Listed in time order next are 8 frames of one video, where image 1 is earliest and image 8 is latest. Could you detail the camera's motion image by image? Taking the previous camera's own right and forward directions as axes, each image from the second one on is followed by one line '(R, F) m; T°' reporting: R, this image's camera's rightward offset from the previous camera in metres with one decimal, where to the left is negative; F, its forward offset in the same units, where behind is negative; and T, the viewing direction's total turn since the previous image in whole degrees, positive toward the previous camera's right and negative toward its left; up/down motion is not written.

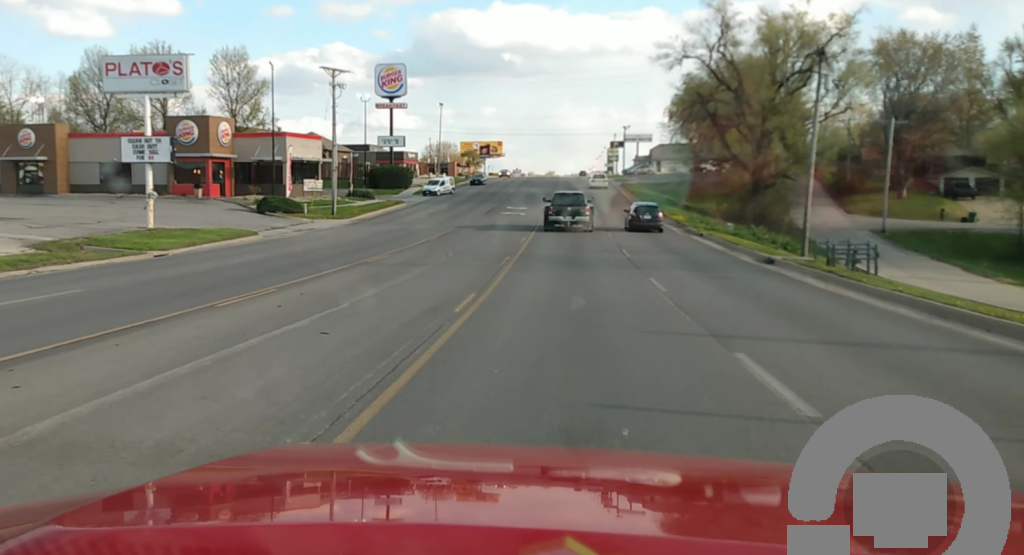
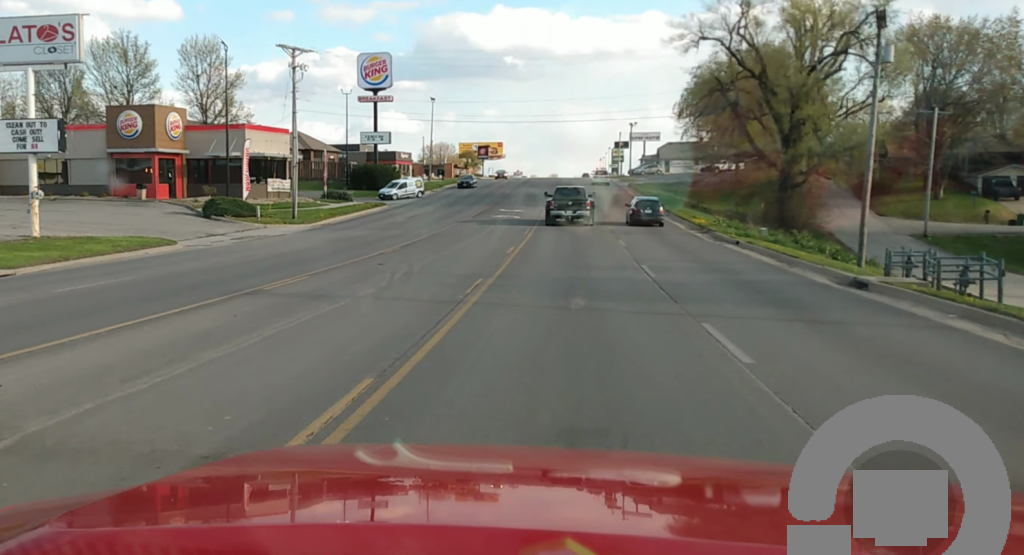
(0.0, +9.4) m; 0°
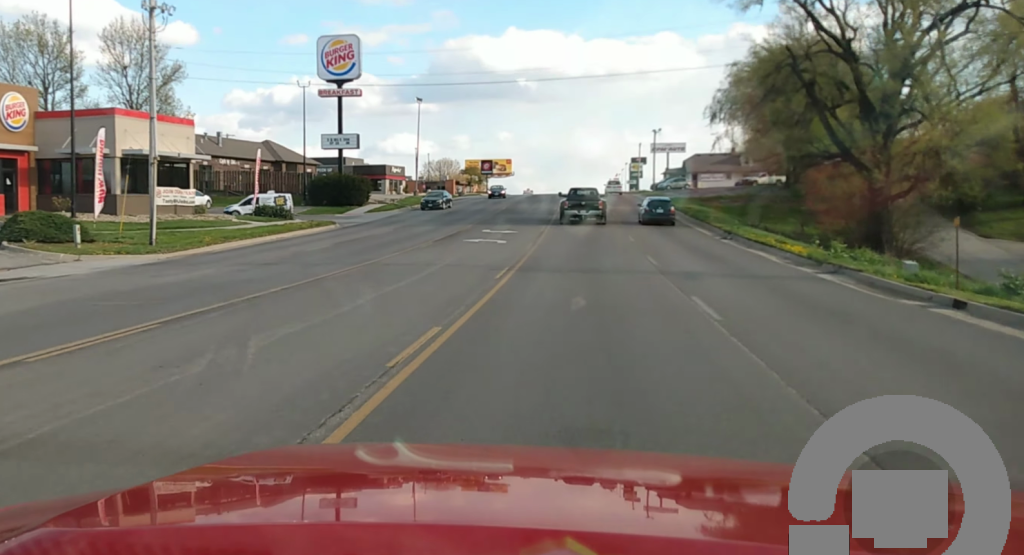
(-0.2, +20.3) m; -1°
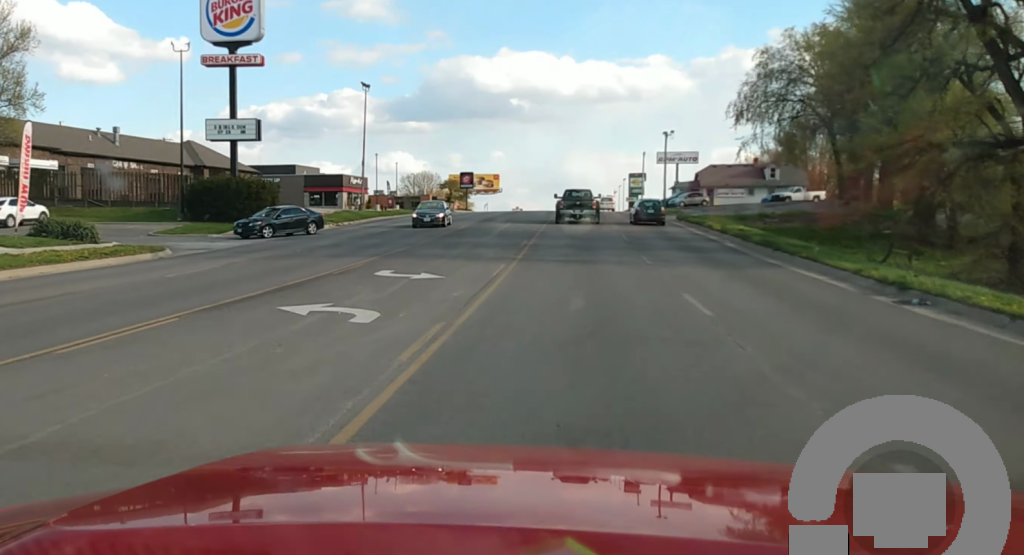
(-0.1, +23.5) m; -1°
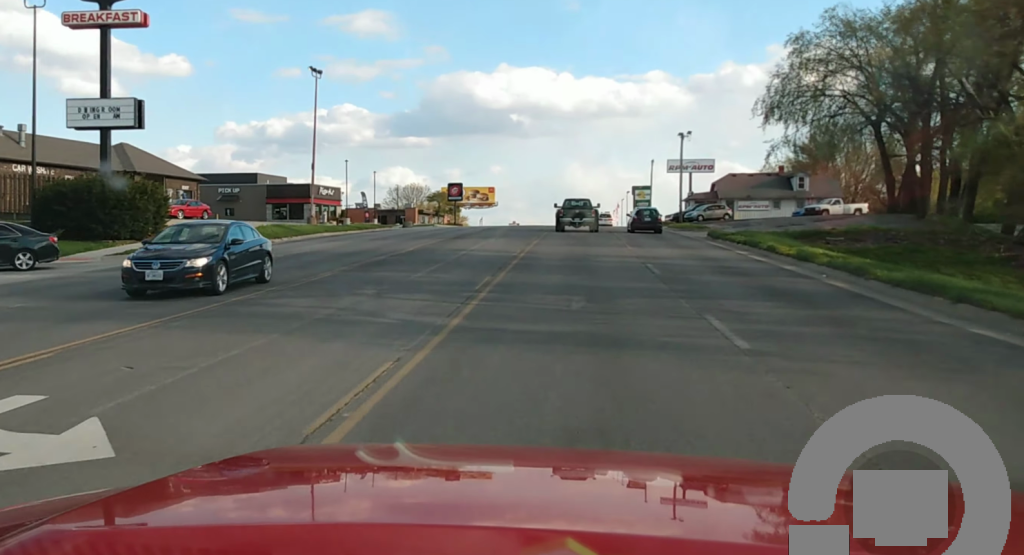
(-0.1, +14.8) m; 0°
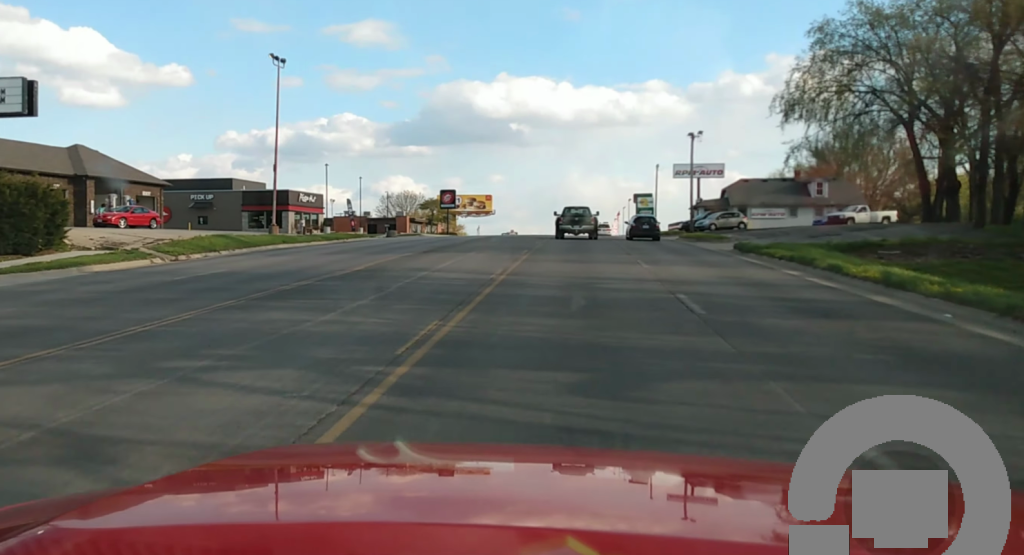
(0.0, +8.0) m; 0°
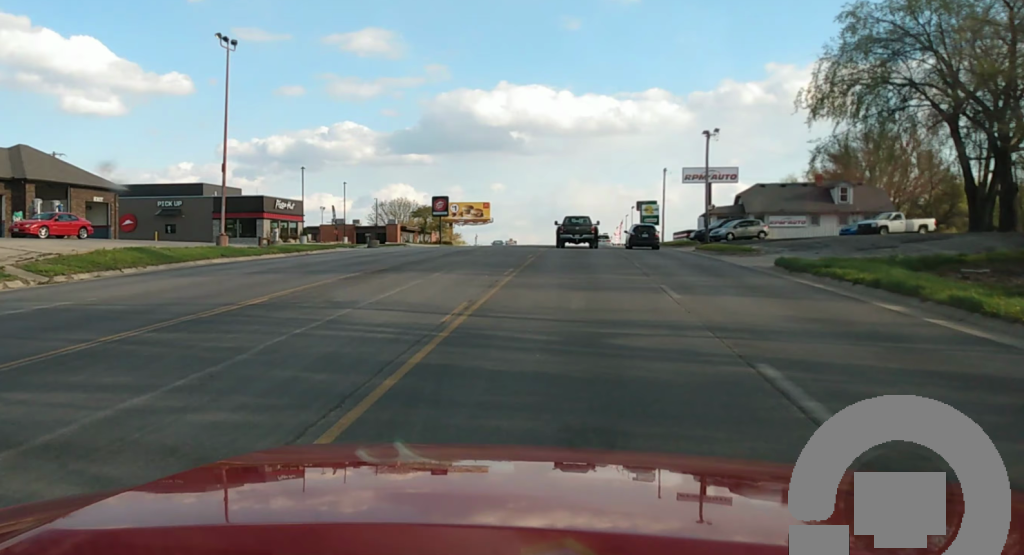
(0.0, +8.0) m; 0°
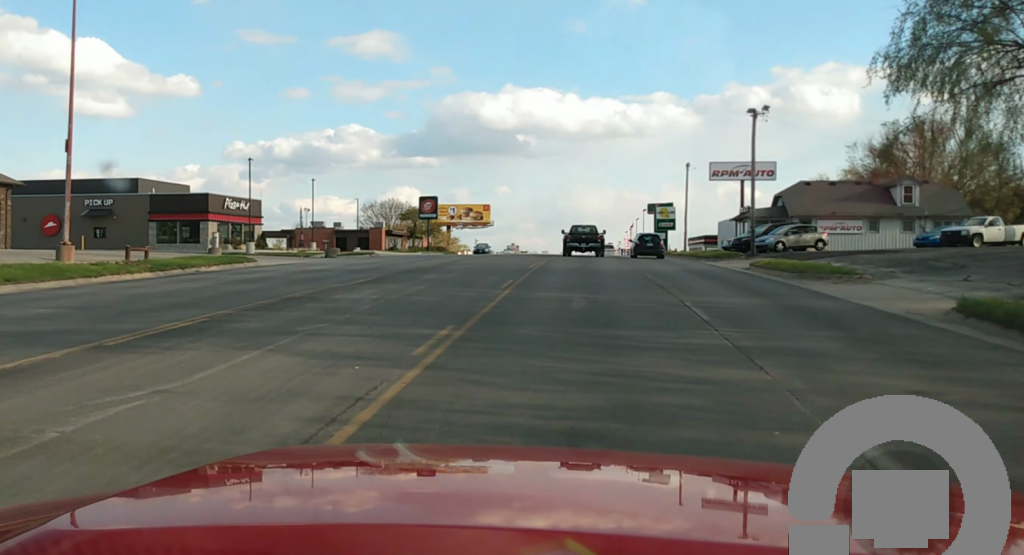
(0.0, +15.1) m; -1°
